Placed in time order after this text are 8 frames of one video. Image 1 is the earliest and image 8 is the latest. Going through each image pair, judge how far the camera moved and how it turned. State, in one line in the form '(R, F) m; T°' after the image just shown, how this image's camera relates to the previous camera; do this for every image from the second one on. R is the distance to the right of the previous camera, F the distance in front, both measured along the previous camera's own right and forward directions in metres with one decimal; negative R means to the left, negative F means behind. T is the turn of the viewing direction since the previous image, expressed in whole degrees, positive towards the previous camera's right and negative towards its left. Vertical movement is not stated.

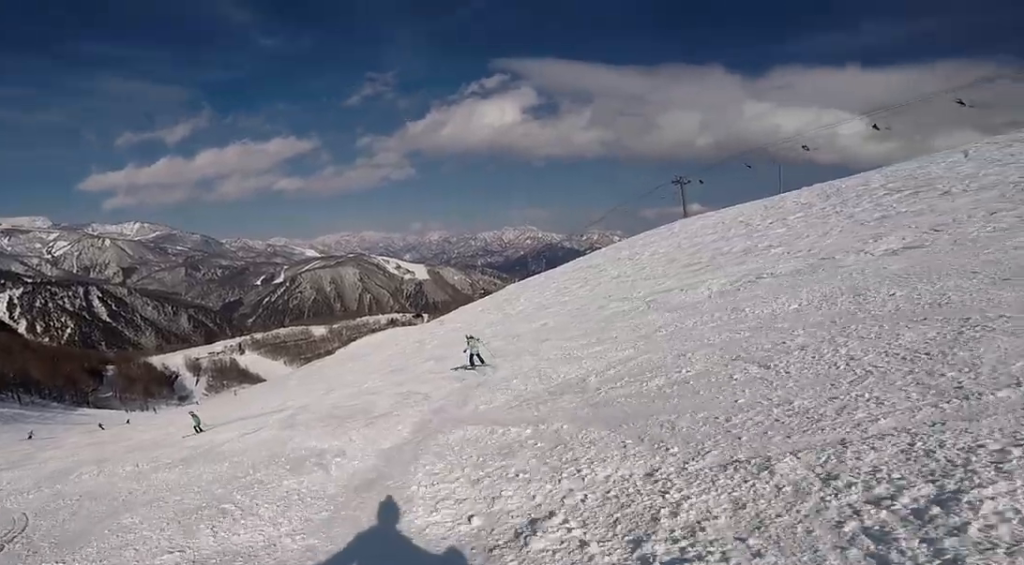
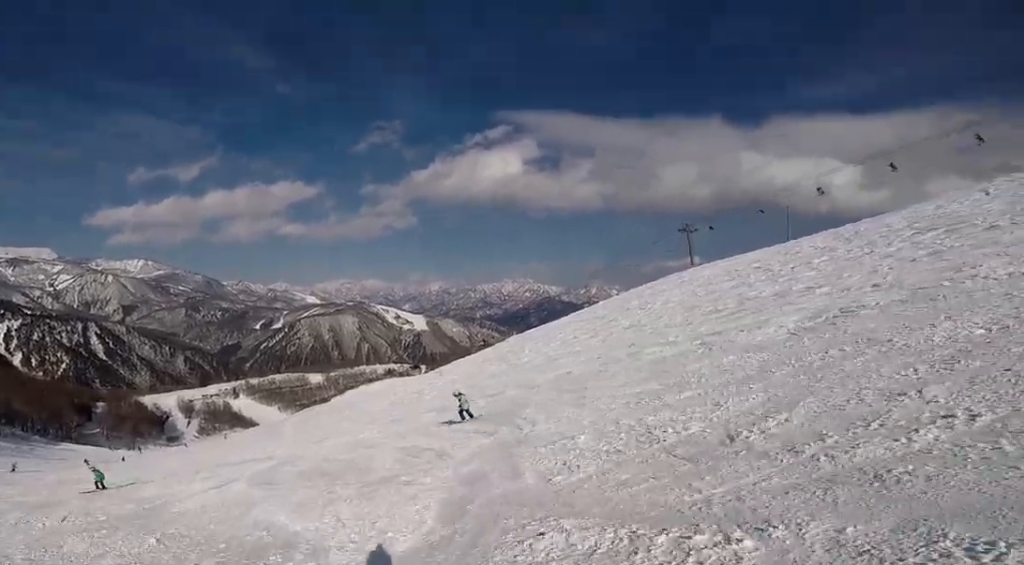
(+0.6, +2.7) m; +12°
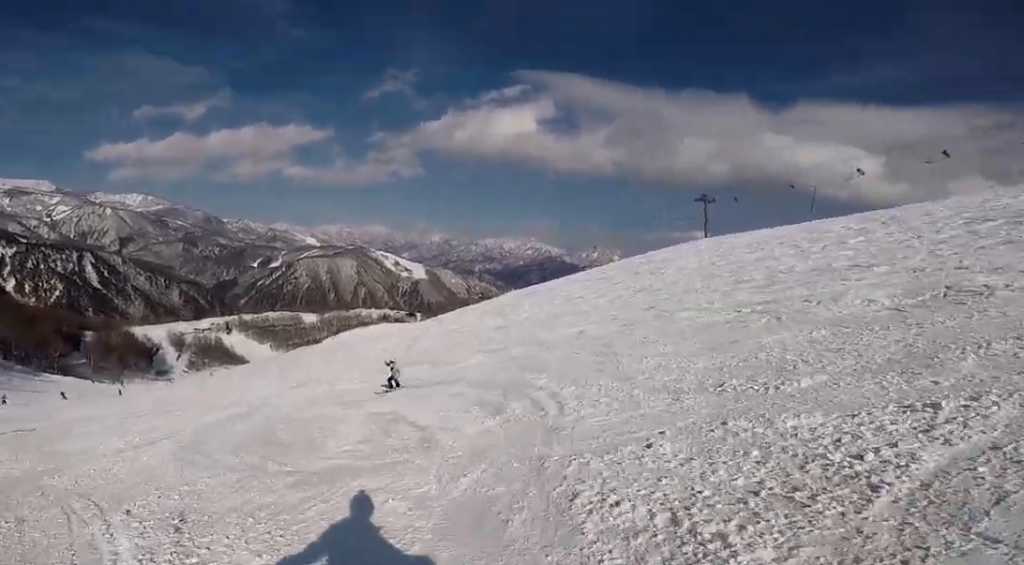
(0.0, +3.0) m; -1°
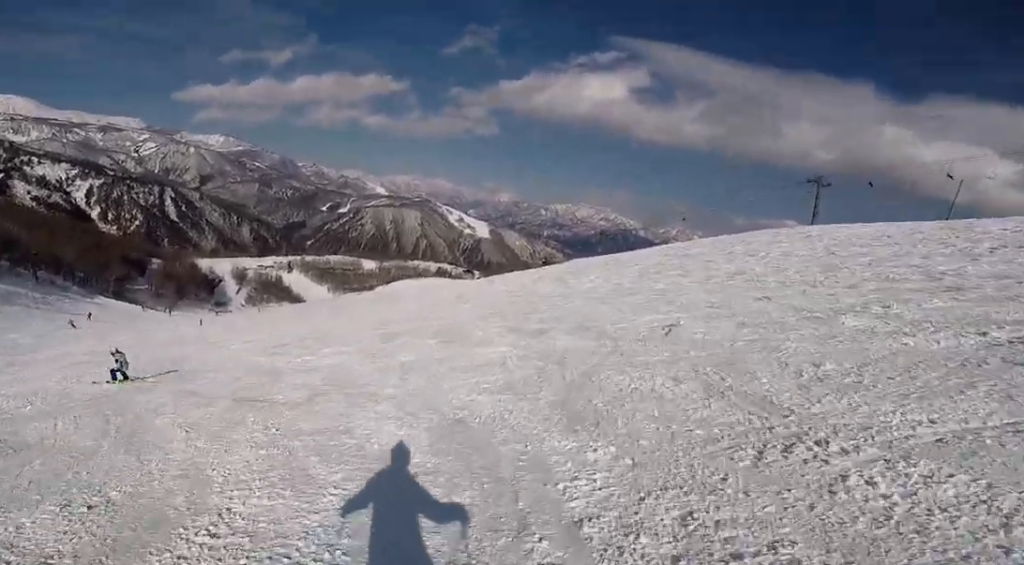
(-0.2, +6.7) m; -22°
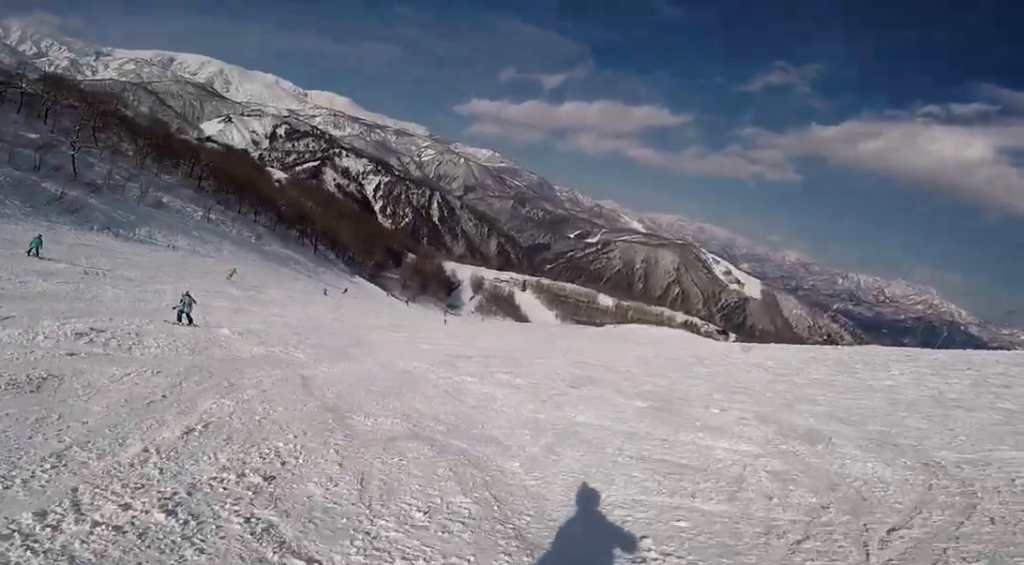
(-0.6, +3.4) m; -22°
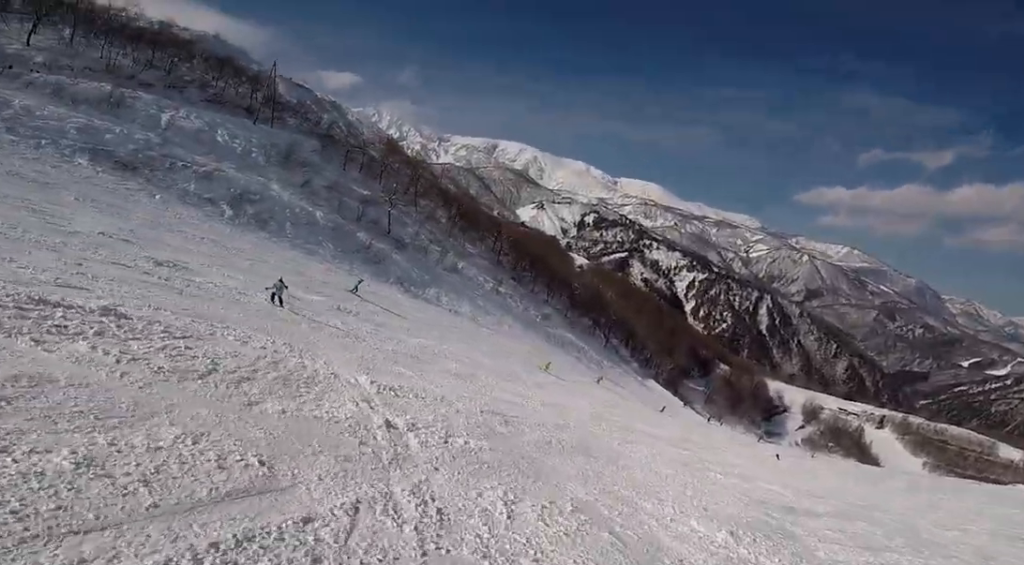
(-2.9, +6.5) m; -40°
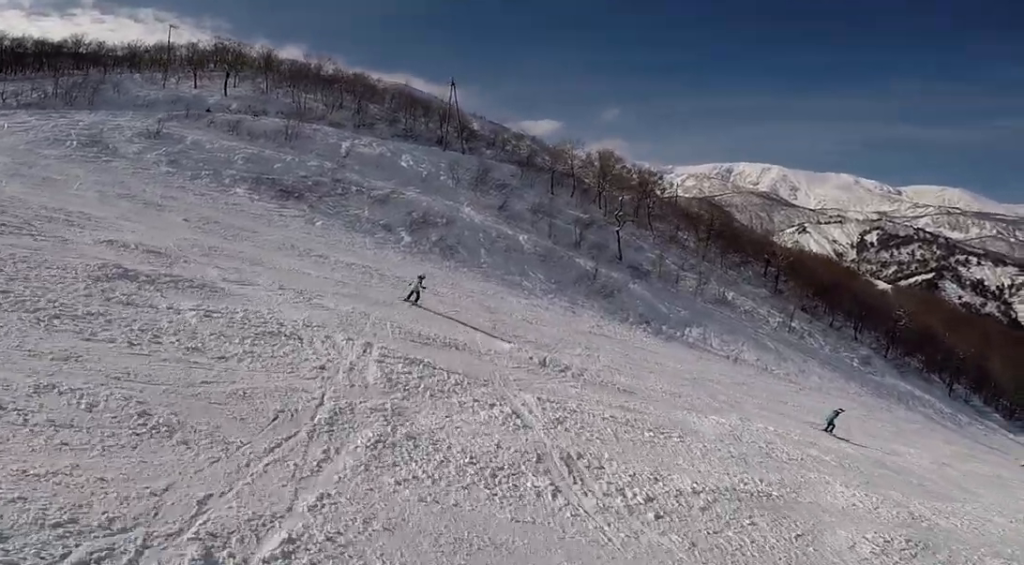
(-4.0, +9.8) m; -31°
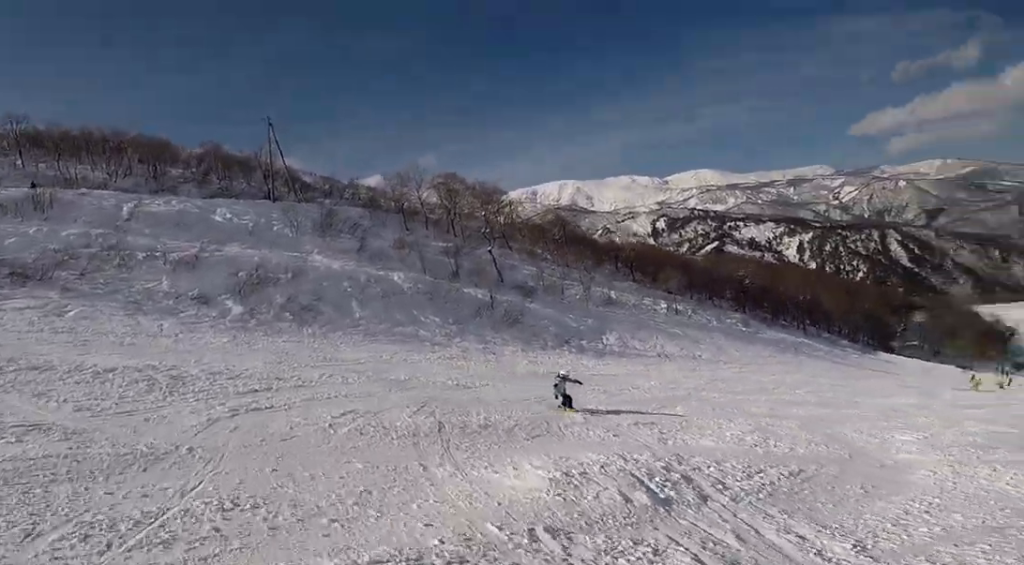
(+0.2, +9.7) m; +13°
